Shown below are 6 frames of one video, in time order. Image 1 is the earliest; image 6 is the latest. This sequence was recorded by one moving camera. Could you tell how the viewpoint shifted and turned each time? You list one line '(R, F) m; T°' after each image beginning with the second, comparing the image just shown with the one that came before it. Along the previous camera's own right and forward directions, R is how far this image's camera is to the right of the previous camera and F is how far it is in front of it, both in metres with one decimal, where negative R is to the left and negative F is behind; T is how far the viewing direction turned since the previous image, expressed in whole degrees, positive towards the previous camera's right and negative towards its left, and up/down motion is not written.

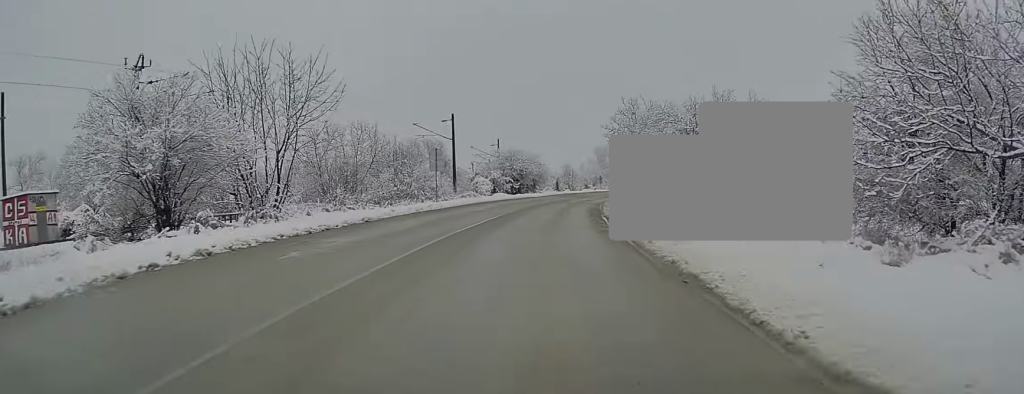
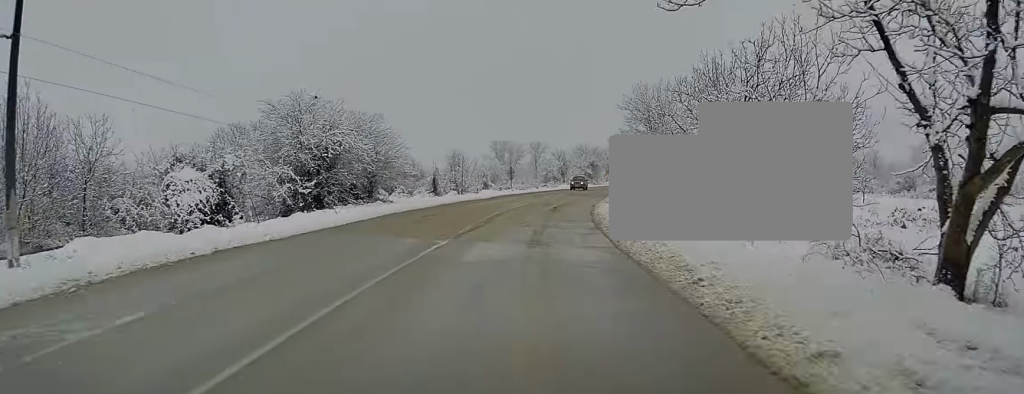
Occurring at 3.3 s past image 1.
(+3.4, +51.9) m; +8°
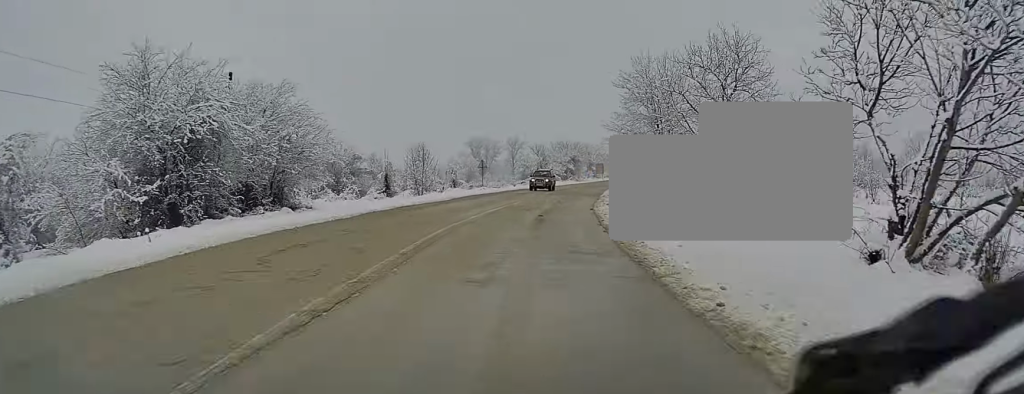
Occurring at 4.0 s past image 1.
(+0.3, +12.2) m; +1°
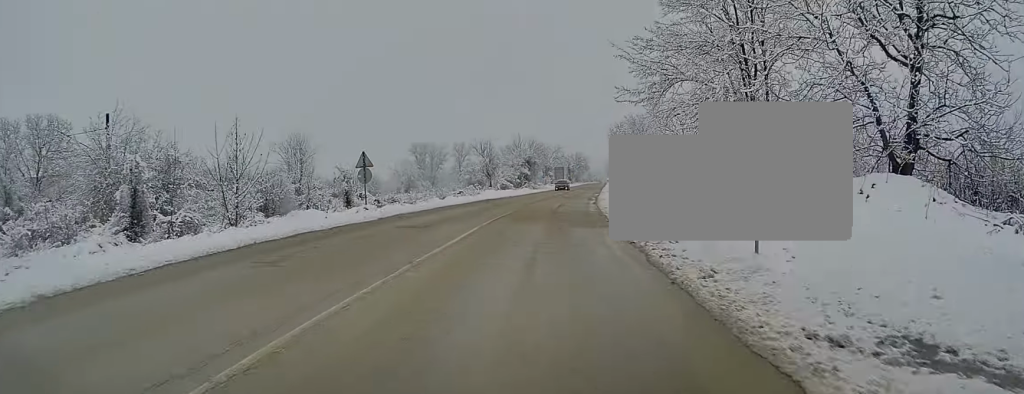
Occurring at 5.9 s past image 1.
(+1.1, +29.3) m; +4°
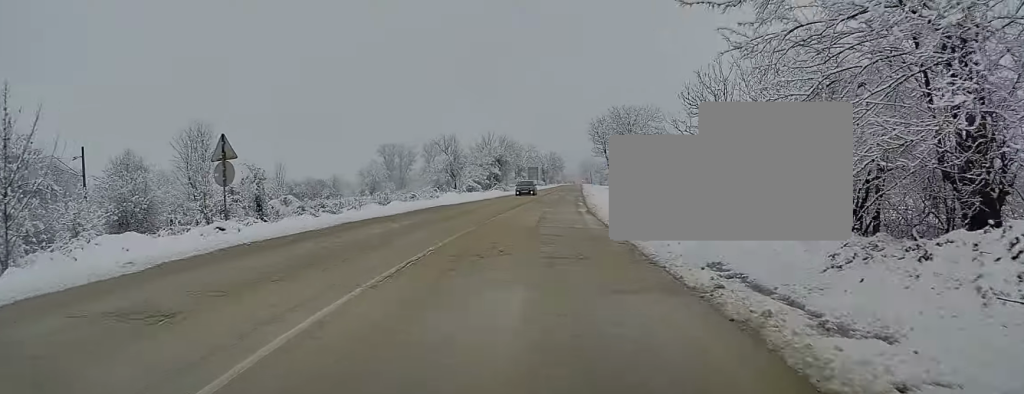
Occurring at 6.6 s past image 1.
(+0.1, +12.5) m; +1°
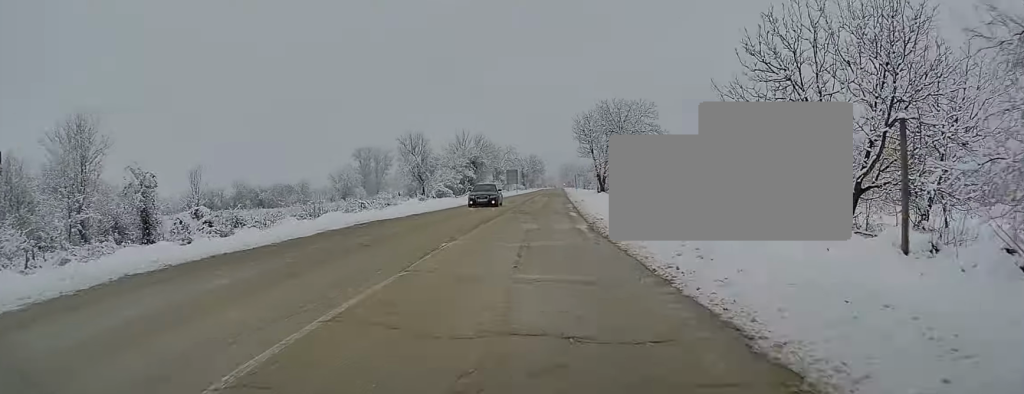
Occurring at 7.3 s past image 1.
(-0.1, +10.4) m; +1°
